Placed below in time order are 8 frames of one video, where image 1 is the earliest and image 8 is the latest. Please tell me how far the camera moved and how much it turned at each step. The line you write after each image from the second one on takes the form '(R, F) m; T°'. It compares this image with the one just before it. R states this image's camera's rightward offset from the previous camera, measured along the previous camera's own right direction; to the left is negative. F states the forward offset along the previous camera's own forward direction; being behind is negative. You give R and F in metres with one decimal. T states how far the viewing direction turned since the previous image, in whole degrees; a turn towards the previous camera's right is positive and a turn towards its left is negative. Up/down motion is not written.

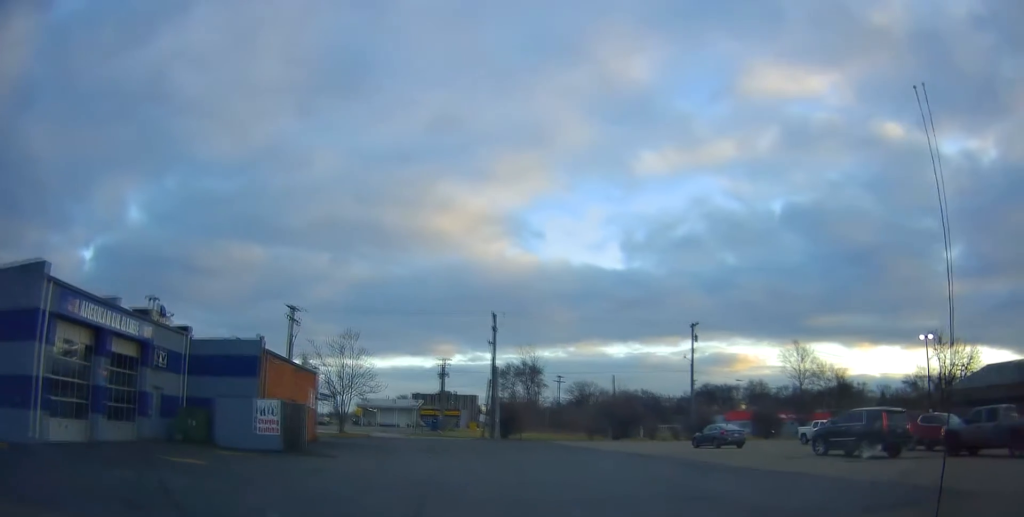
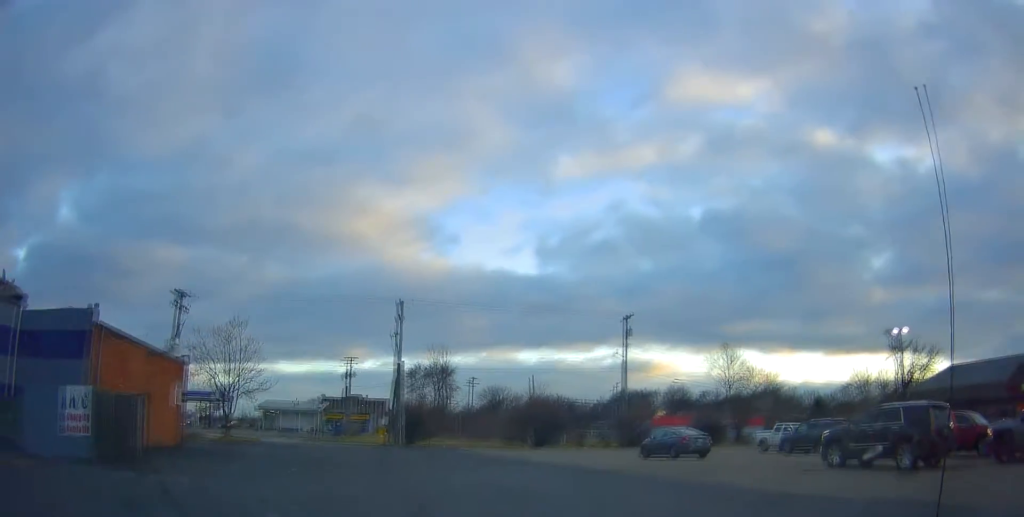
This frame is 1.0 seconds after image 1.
(+0.2, +6.8) m; +7°
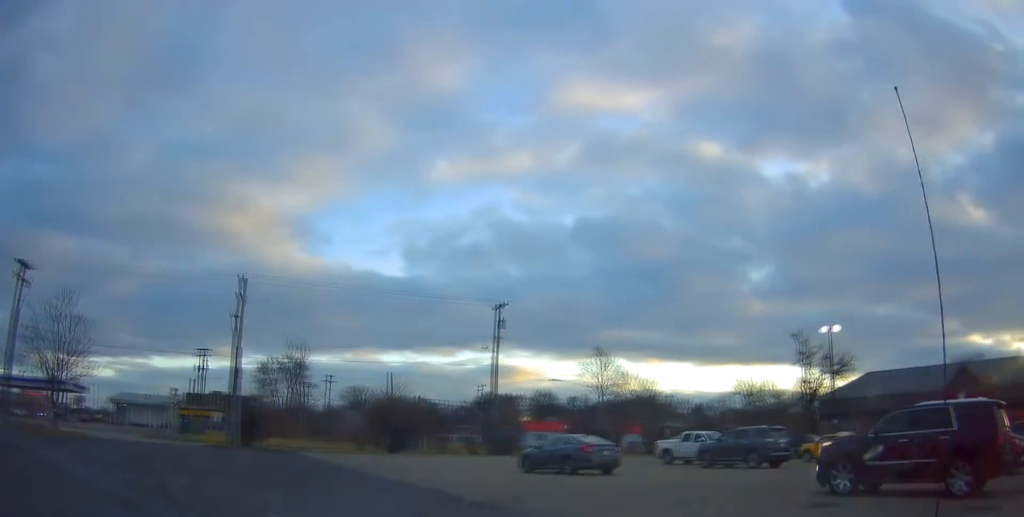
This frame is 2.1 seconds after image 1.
(+0.7, +7.1) m; +10°
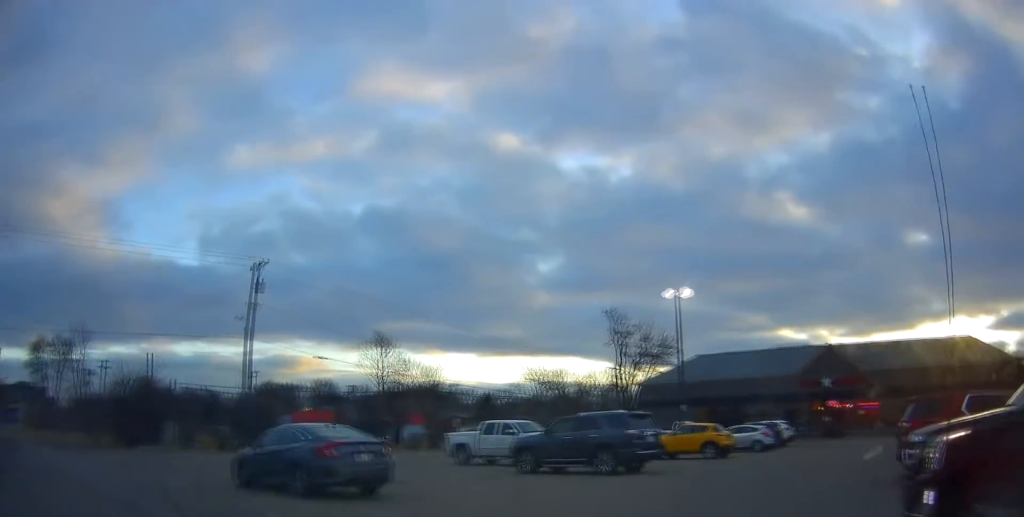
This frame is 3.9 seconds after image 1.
(+0.9, +9.0) m; +13°
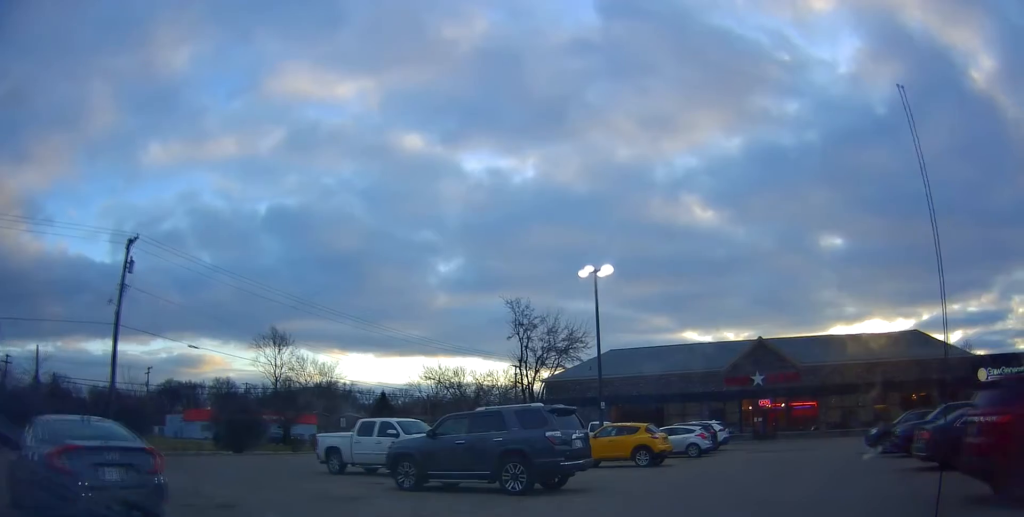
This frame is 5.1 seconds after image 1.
(+0.4, +5.0) m; +11°
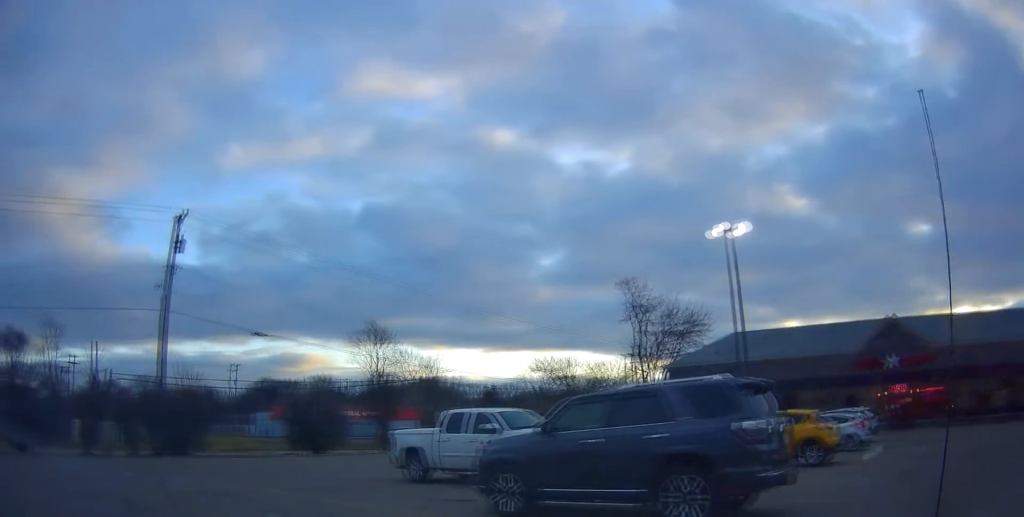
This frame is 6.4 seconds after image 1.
(+0.5, +4.7) m; -8°
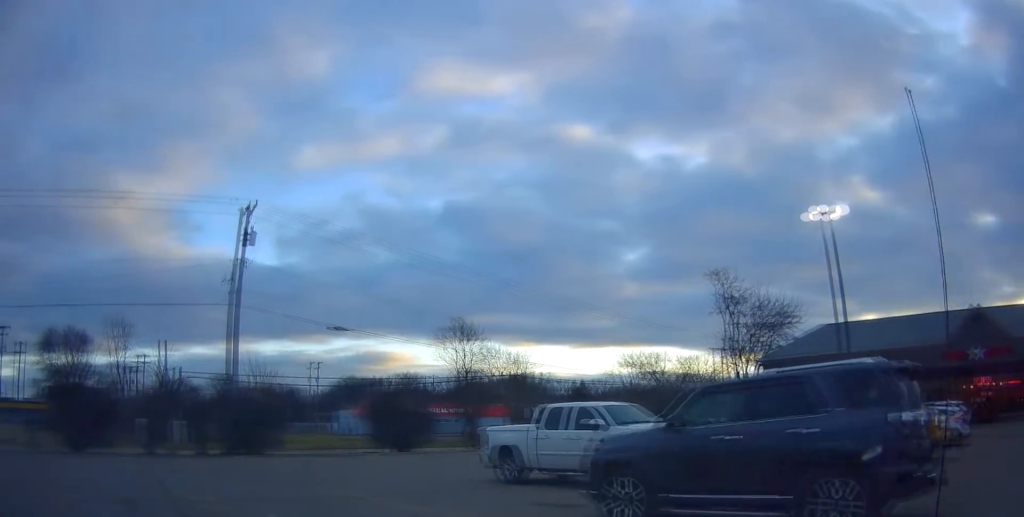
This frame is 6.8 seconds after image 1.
(-0.4, +1.3) m; -11°
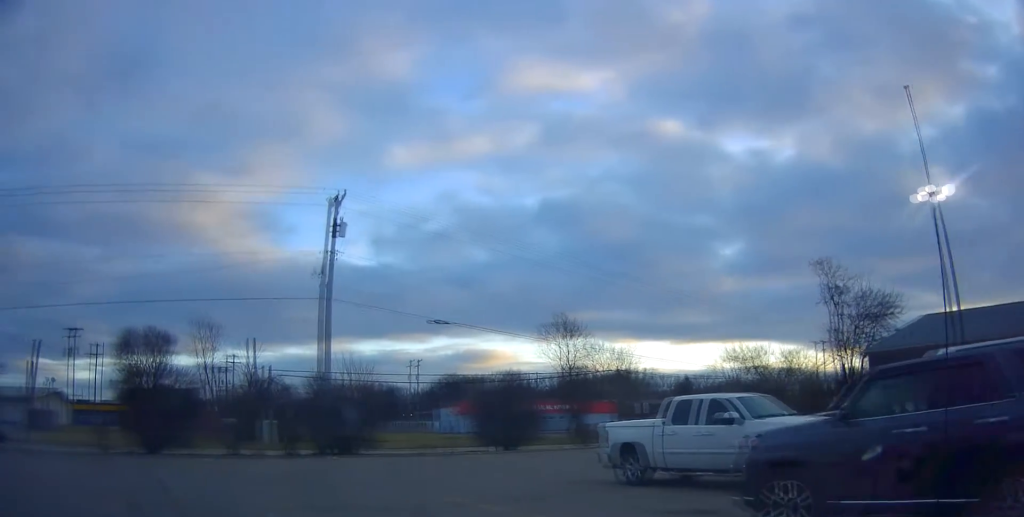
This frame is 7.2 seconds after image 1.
(-0.1, +1.4) m; -12°
